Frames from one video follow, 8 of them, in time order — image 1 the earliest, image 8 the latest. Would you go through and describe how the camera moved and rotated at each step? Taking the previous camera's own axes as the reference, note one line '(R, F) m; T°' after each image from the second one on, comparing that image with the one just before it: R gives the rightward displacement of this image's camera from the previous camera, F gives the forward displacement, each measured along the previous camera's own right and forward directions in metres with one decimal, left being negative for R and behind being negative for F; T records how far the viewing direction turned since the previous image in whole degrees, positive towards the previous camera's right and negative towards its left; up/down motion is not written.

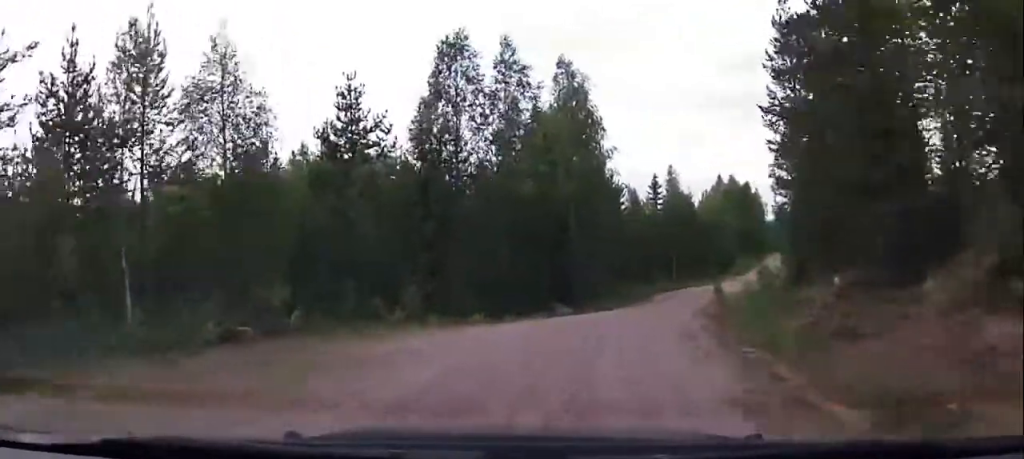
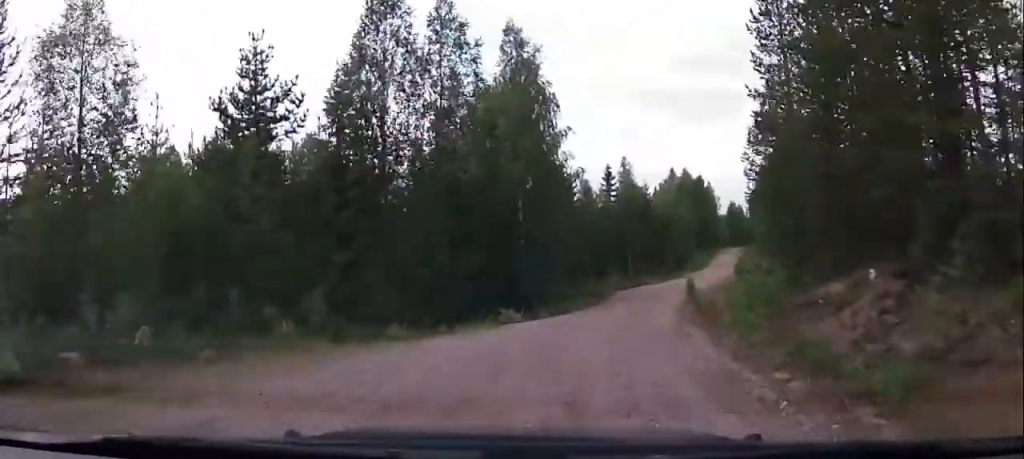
(-0.1, +5.1) m; +3°
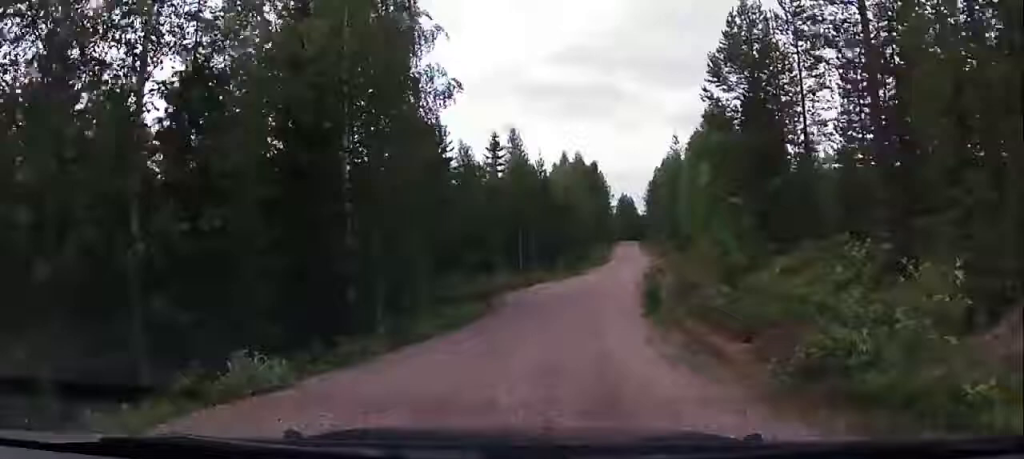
(+1.7, +12.9) m; +12°
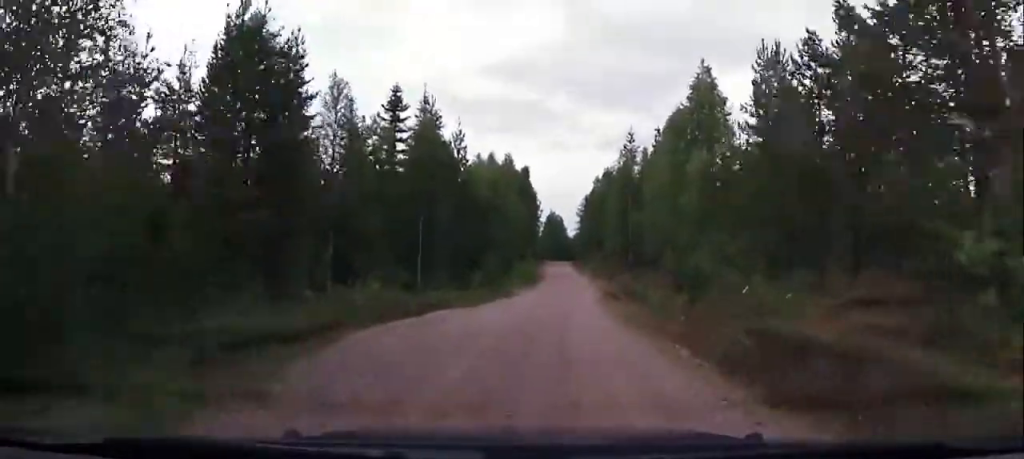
(+1.6, +15.1) m; +12°
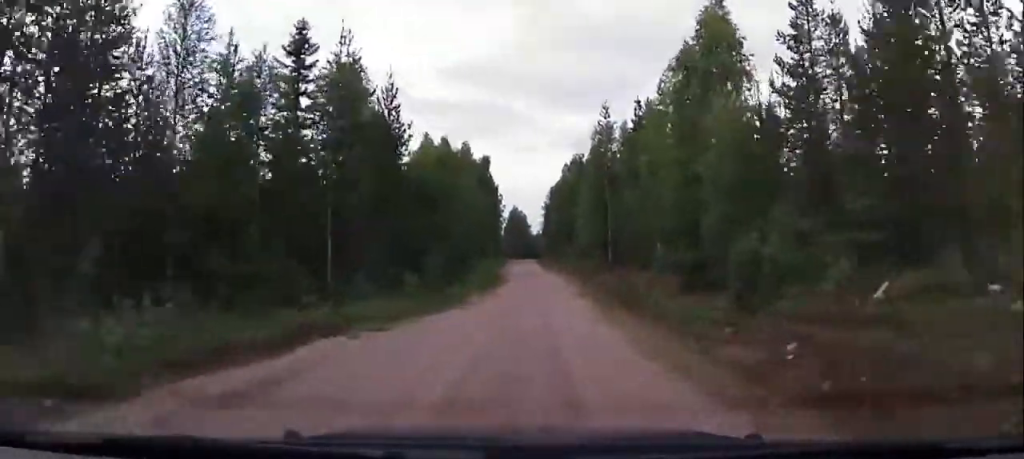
(+0.4, +9.5) m; +3°
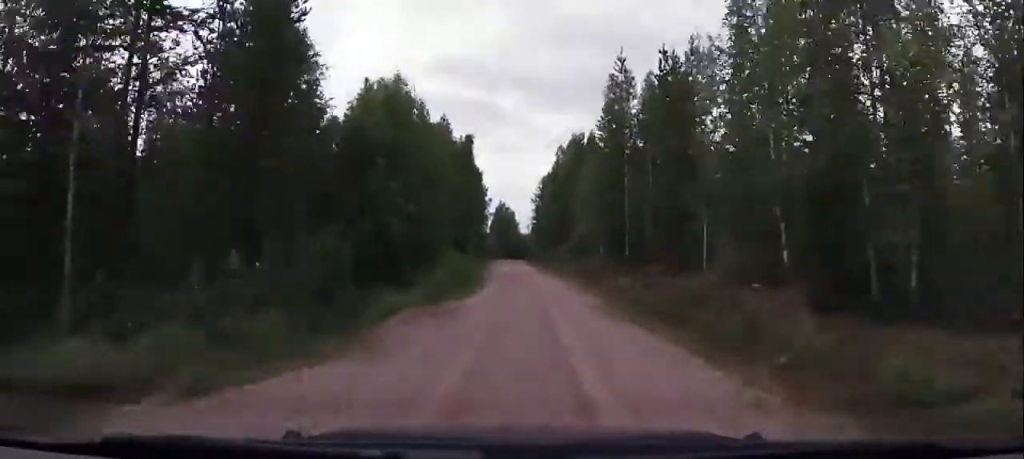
(+0.5, +13.8) m; +4°
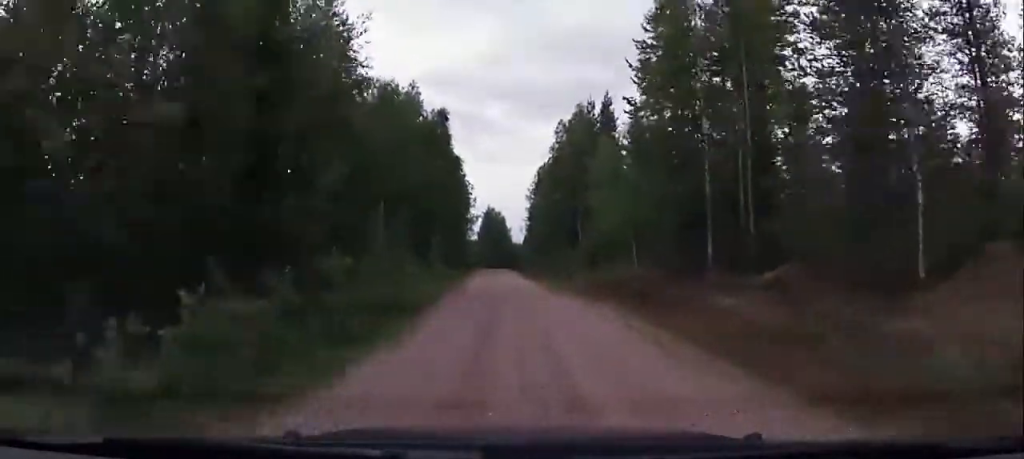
(+0.6, +19.0) m; +2°
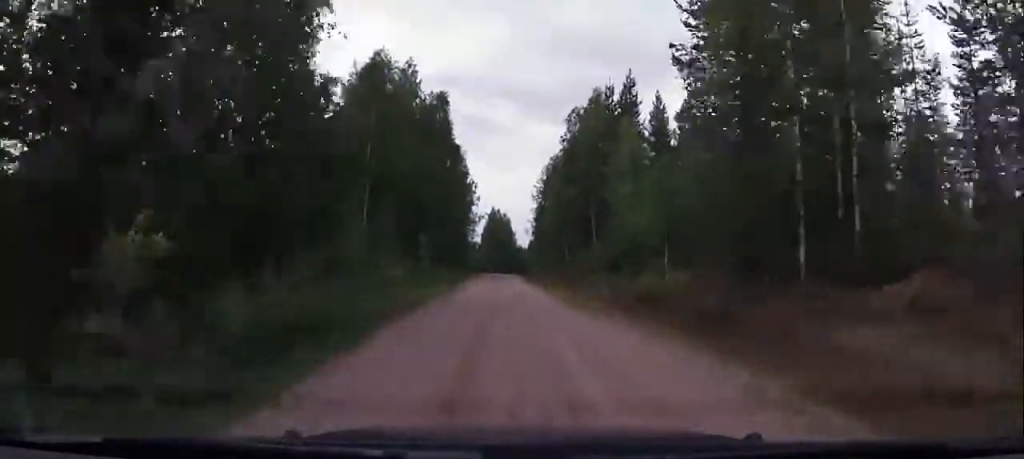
(0.0, +7.2) m; 0°
